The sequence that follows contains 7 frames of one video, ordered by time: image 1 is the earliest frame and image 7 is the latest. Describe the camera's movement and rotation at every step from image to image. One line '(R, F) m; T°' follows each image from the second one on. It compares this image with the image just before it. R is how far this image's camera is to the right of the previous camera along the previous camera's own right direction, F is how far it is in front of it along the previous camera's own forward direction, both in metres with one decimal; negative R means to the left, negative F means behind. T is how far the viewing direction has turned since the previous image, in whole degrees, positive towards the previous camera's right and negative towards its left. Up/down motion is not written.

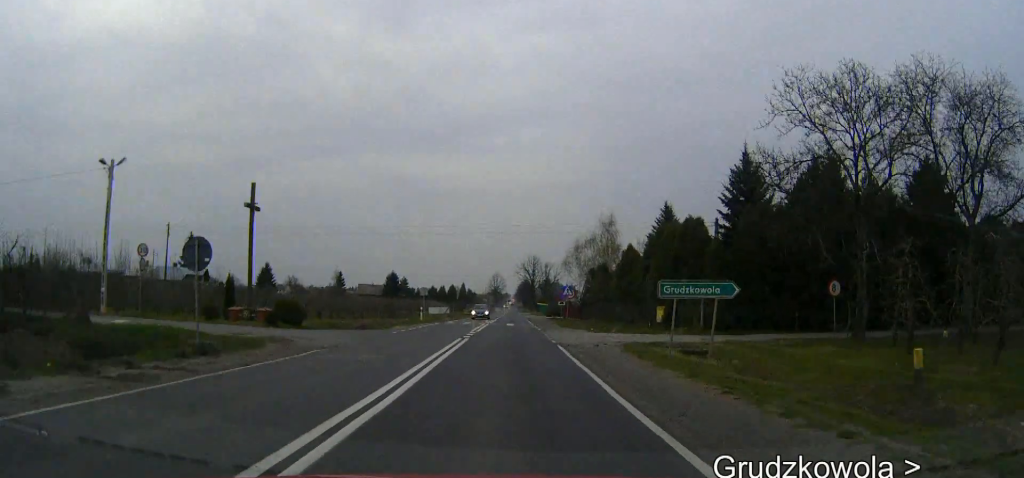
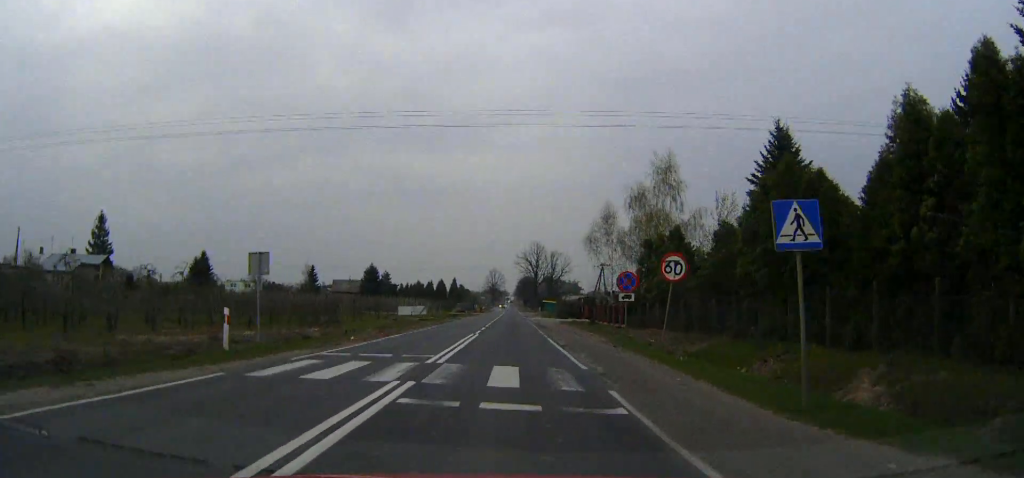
(+0.1, +37.0) m; 0°
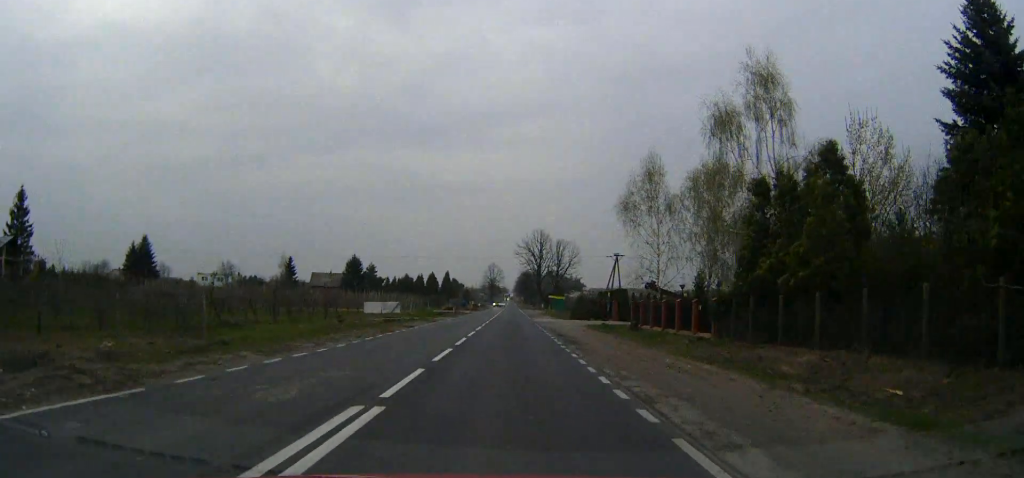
(0.0, +24.0) m; 0°
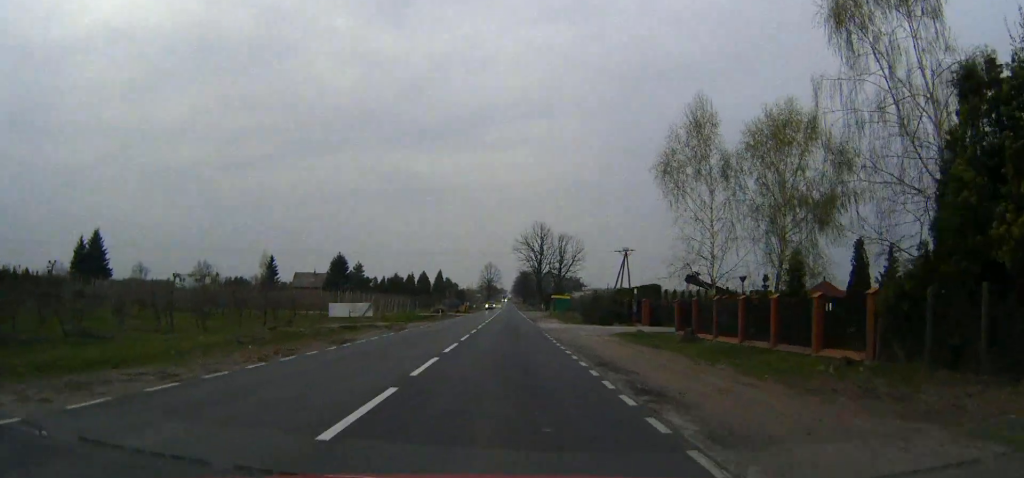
(0.0, +14.8) m; 0°
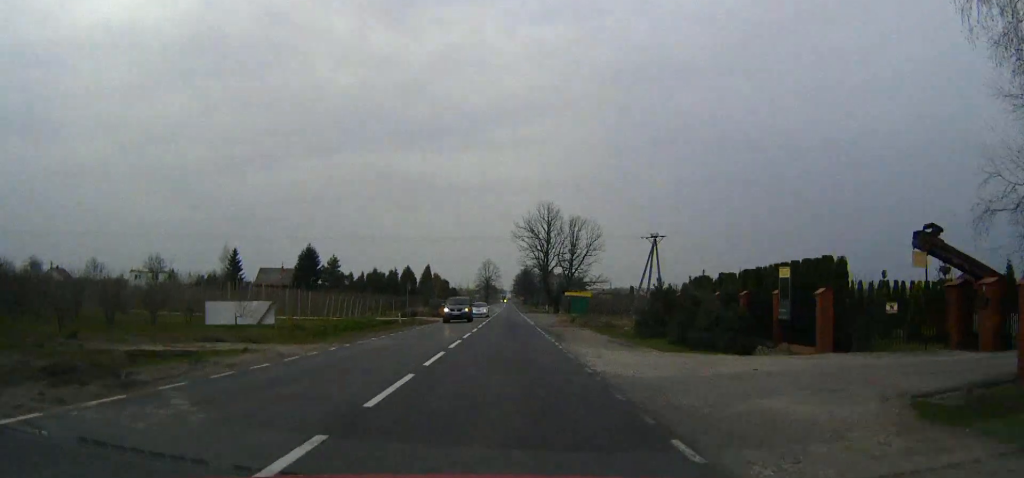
(0.0, +27.4) m; 0°
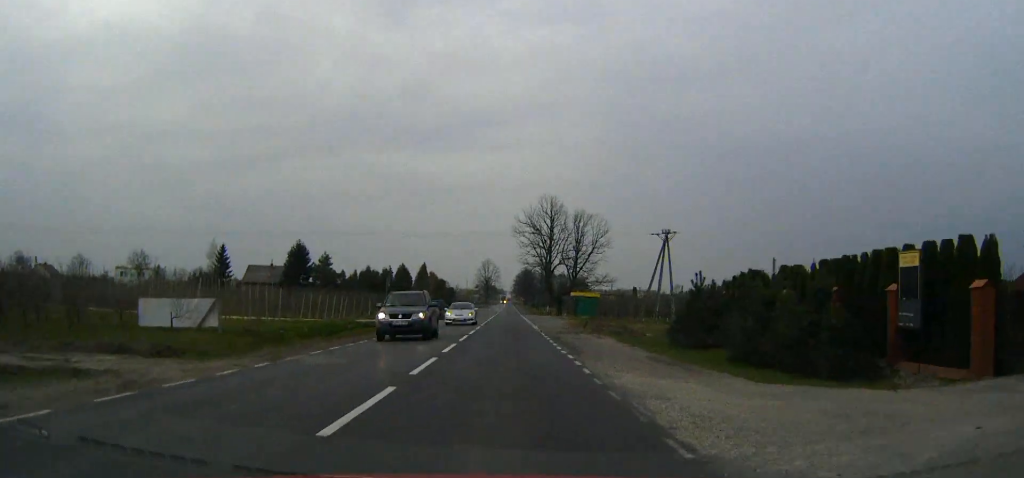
(0.0, +7.7) m; 0°
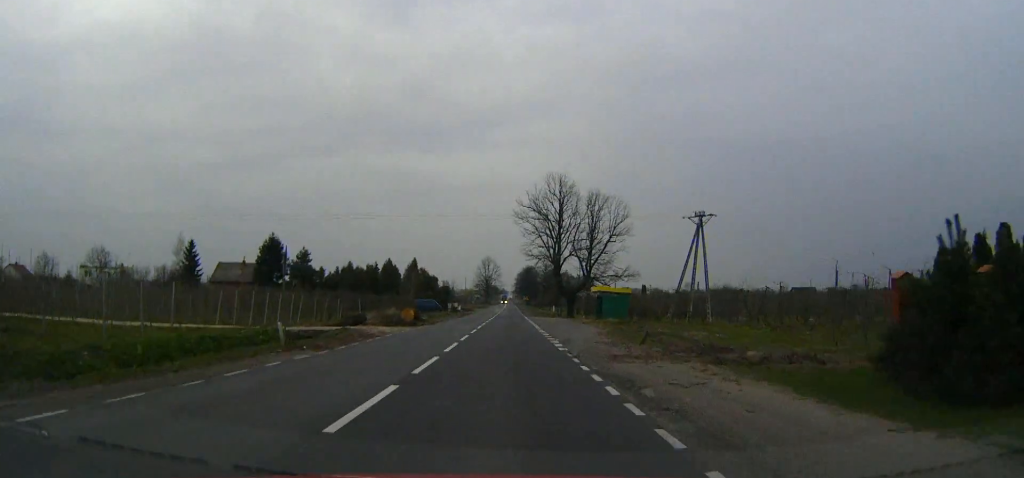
(0.0, +17.8) m; 0°
